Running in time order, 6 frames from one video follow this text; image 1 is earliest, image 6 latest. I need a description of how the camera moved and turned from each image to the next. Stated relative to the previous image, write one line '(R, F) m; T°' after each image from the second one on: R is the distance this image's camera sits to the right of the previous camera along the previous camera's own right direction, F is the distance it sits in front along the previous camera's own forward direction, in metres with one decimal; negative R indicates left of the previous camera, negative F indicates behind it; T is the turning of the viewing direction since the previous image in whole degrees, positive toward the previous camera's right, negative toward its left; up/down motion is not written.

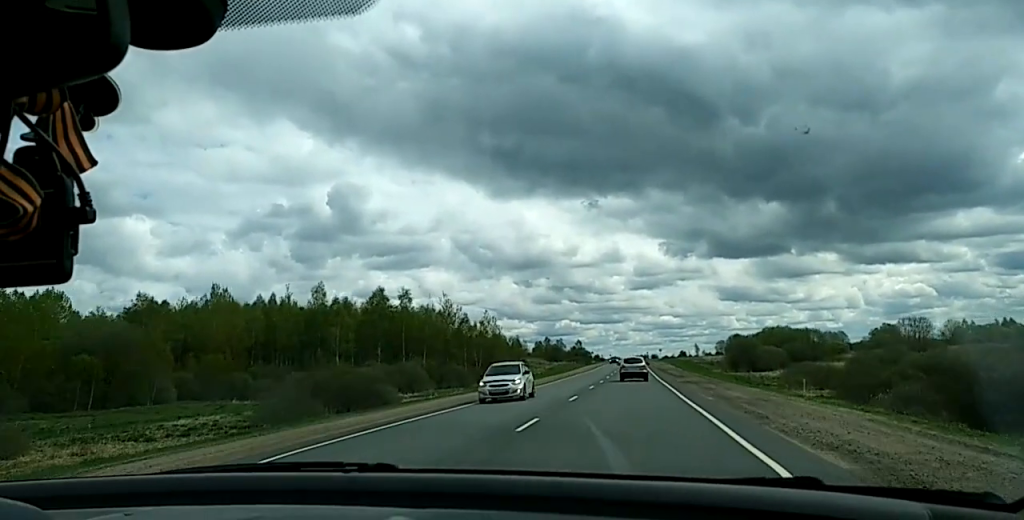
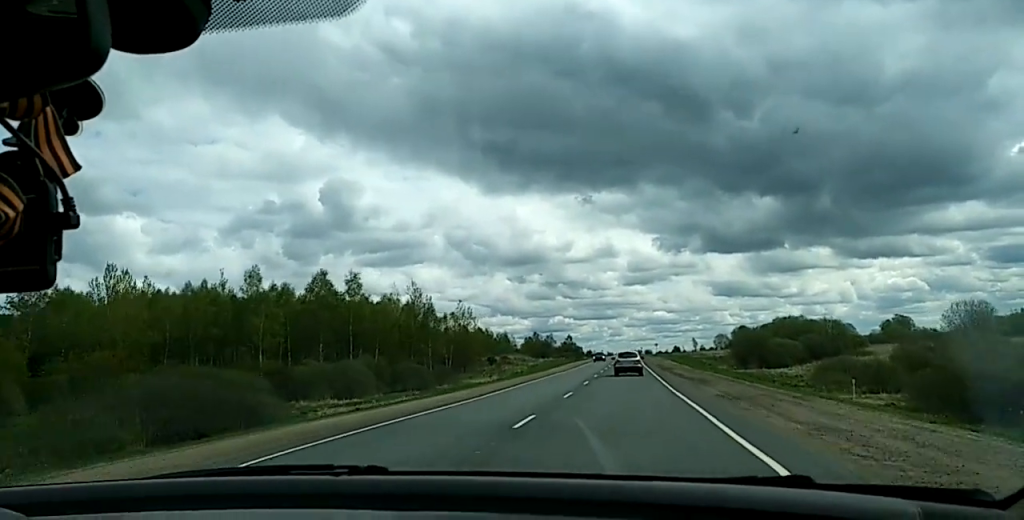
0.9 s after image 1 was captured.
(+0.4, +23.4) m; +1°
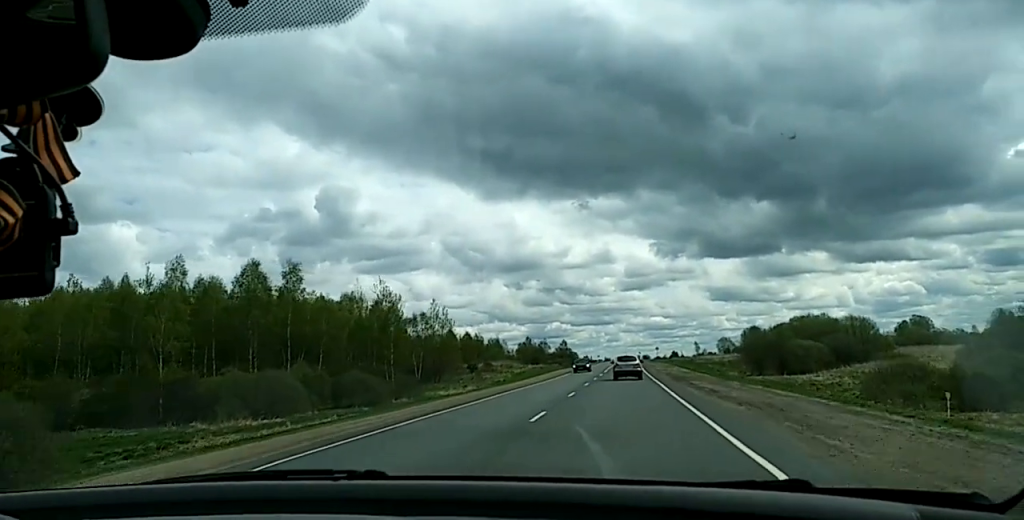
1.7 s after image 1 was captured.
(+0.1, +21.5) m; 0°
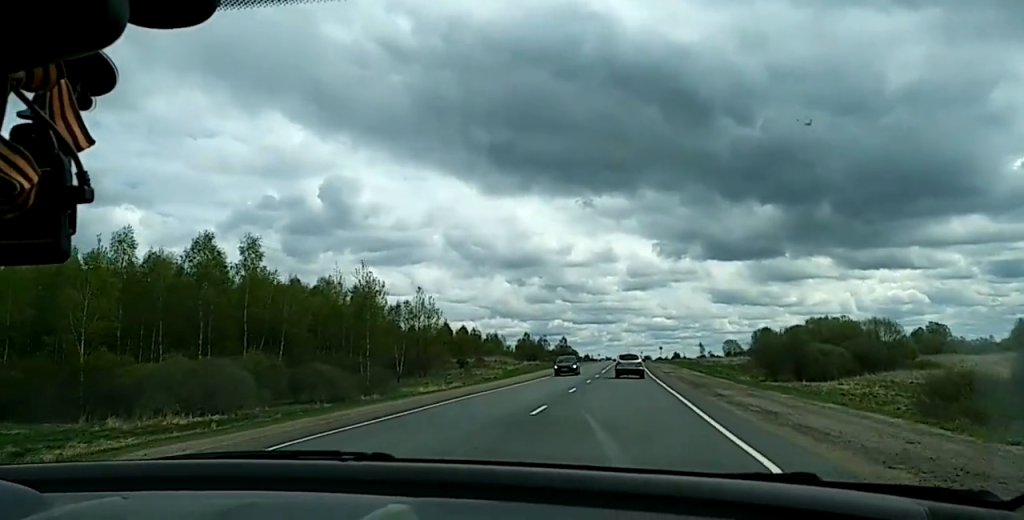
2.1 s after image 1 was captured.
(0.0, +11.8) m; 0°
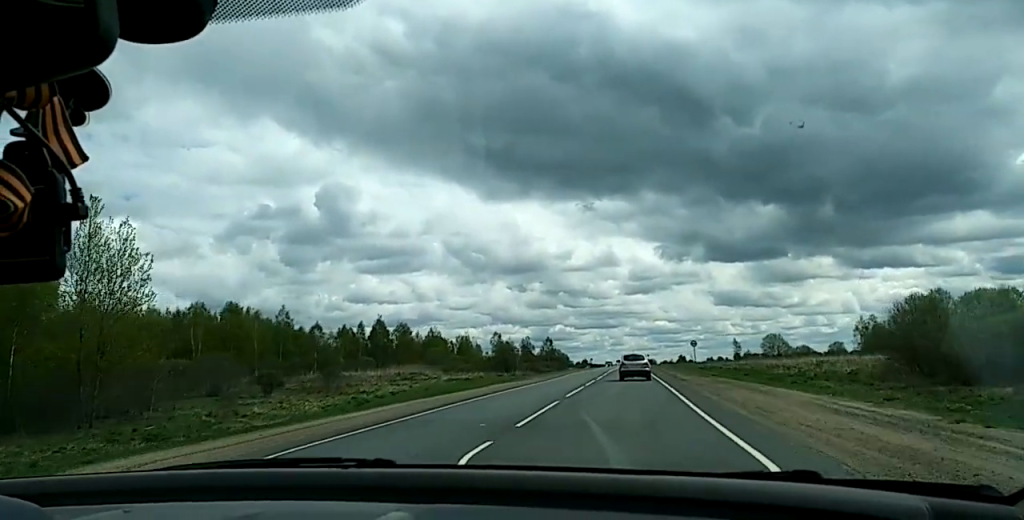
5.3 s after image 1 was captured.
(+0.1, +86.0) m; 0°
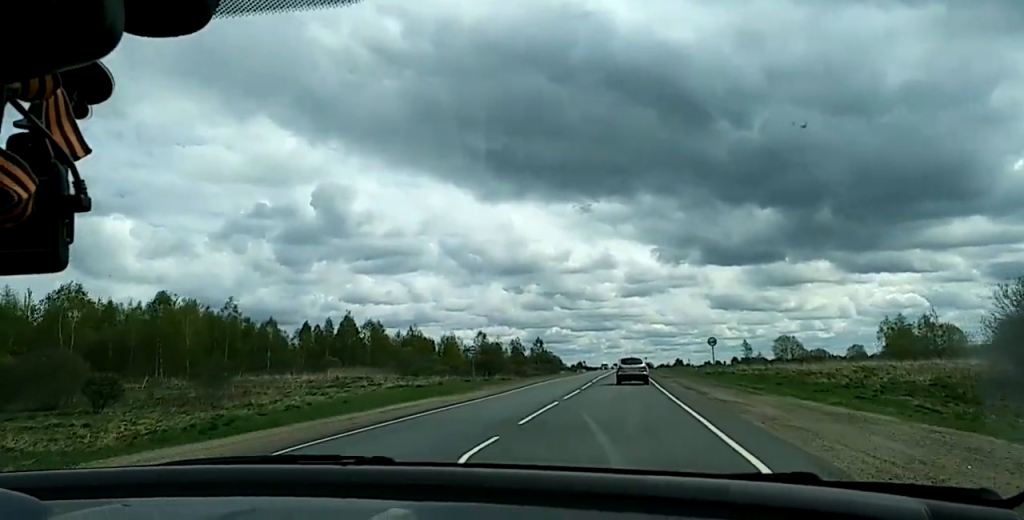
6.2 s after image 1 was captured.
(+0.2, +22.4) m; 0°
